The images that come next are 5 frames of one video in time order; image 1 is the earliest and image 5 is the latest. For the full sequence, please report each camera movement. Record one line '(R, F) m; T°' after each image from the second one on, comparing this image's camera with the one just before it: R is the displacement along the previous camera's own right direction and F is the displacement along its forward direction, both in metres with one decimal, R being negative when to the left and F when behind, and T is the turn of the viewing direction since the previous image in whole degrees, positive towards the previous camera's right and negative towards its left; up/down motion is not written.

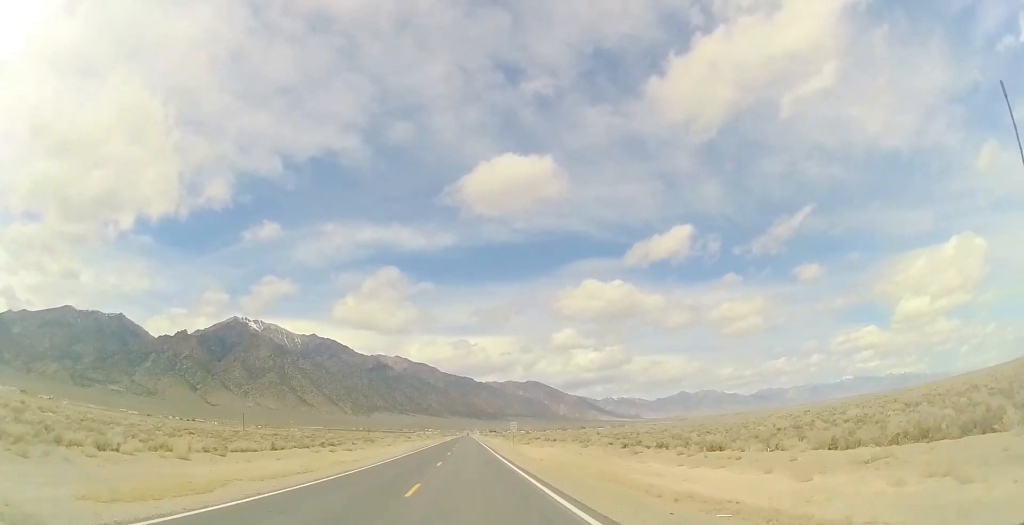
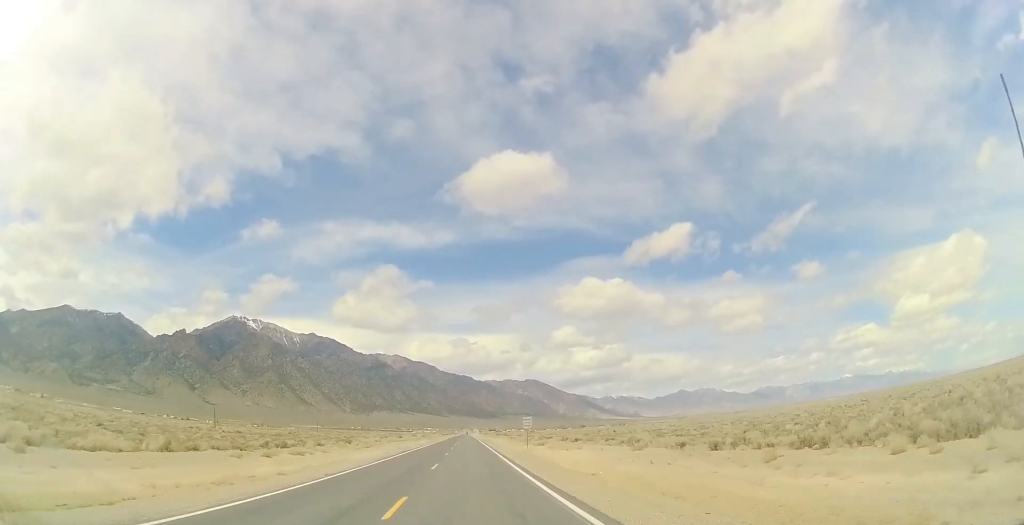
(-0.4, +17.2) m; 0°
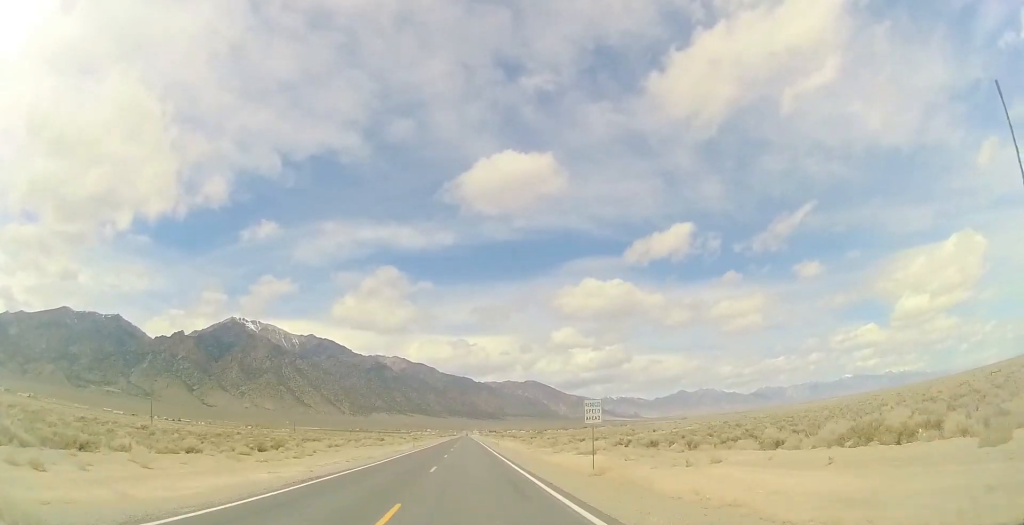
(0.0, +28.5) m; 0°
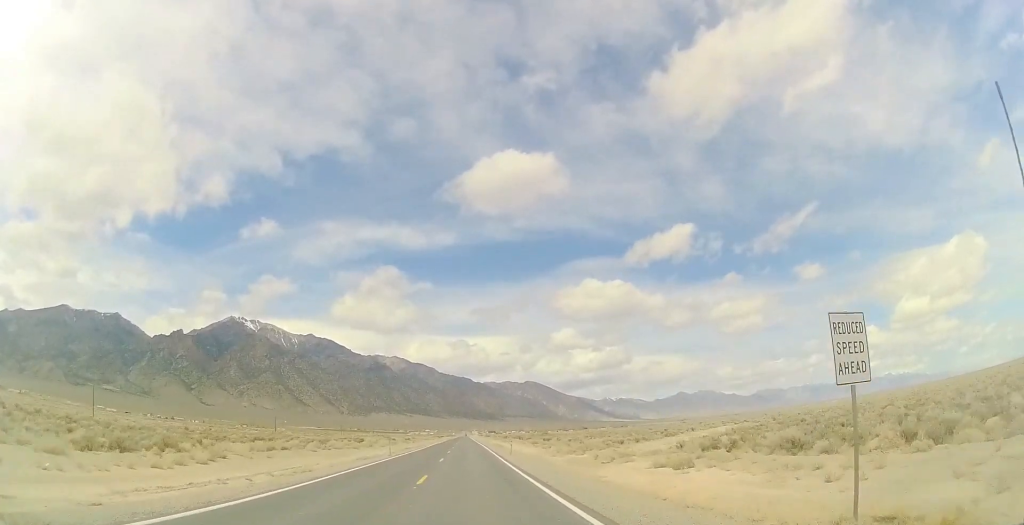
(+0.2, +18.8) m; 0°
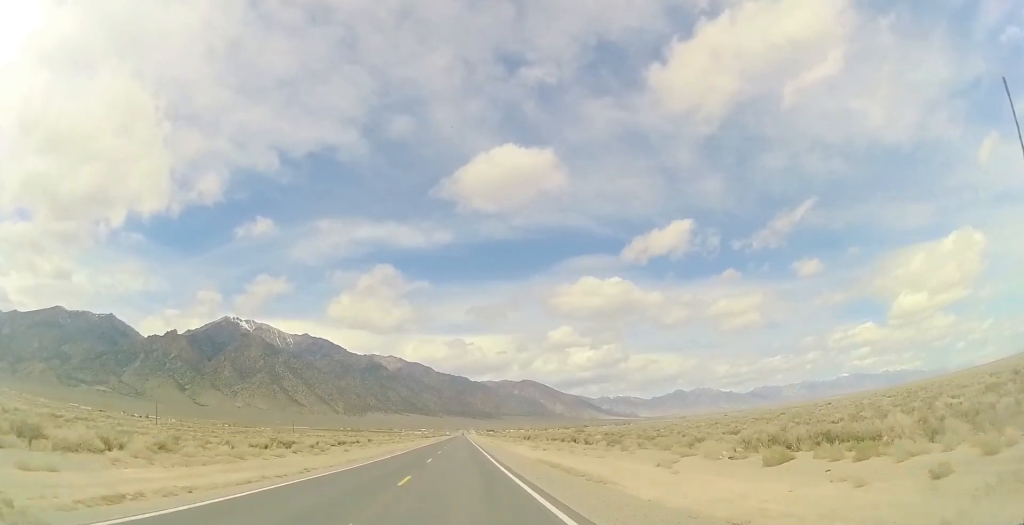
(-0.1, +68.8) m; +1°
